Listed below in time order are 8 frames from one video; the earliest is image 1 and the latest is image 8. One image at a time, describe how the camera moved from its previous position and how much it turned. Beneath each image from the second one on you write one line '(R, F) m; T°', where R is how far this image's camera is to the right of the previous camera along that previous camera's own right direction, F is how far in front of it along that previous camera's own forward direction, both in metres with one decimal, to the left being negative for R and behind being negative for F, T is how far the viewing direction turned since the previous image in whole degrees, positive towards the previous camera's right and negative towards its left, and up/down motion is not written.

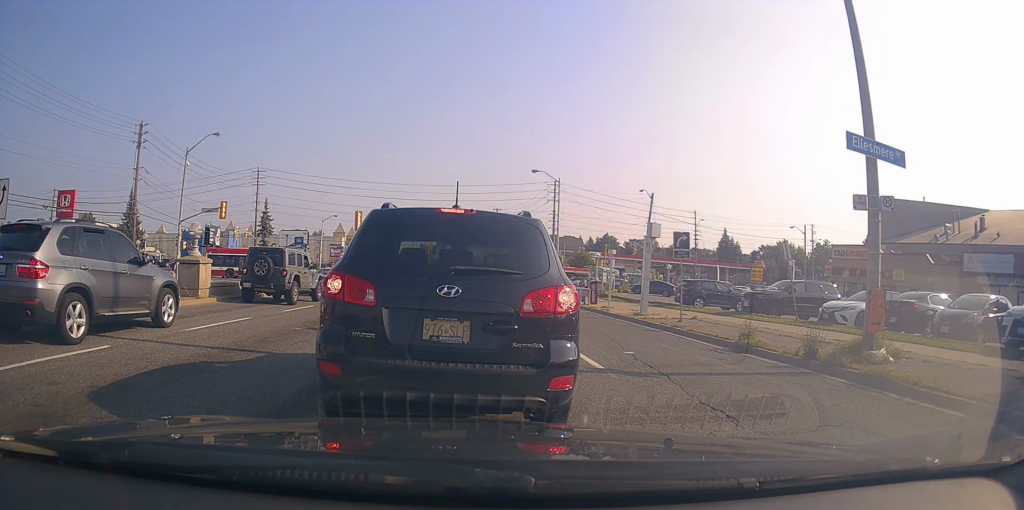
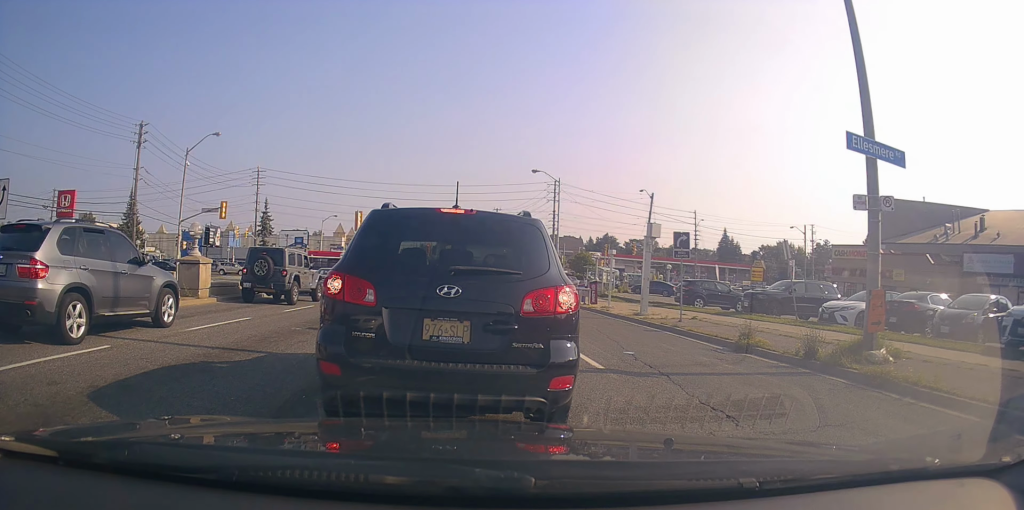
(0.0, 0.0) m; 0°
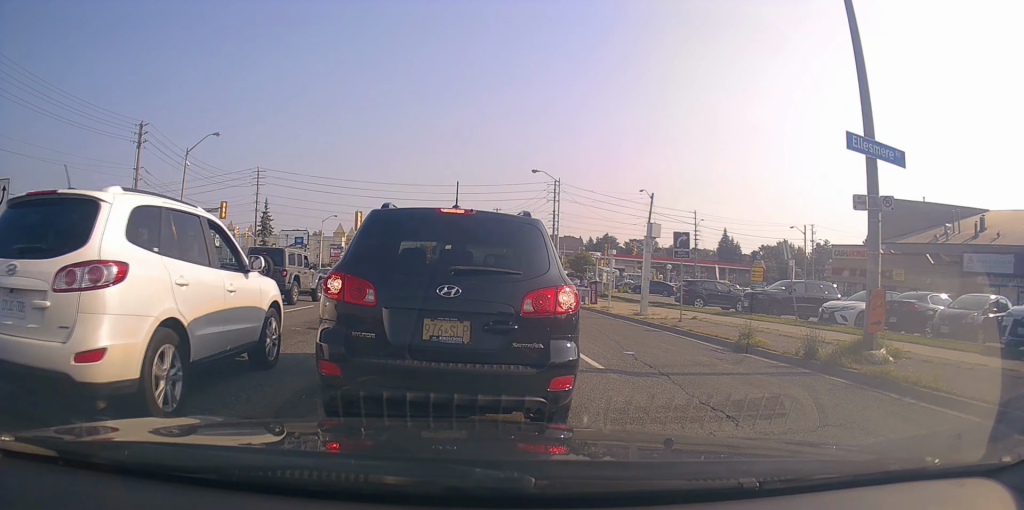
(0.0, 0.0) m; 0°
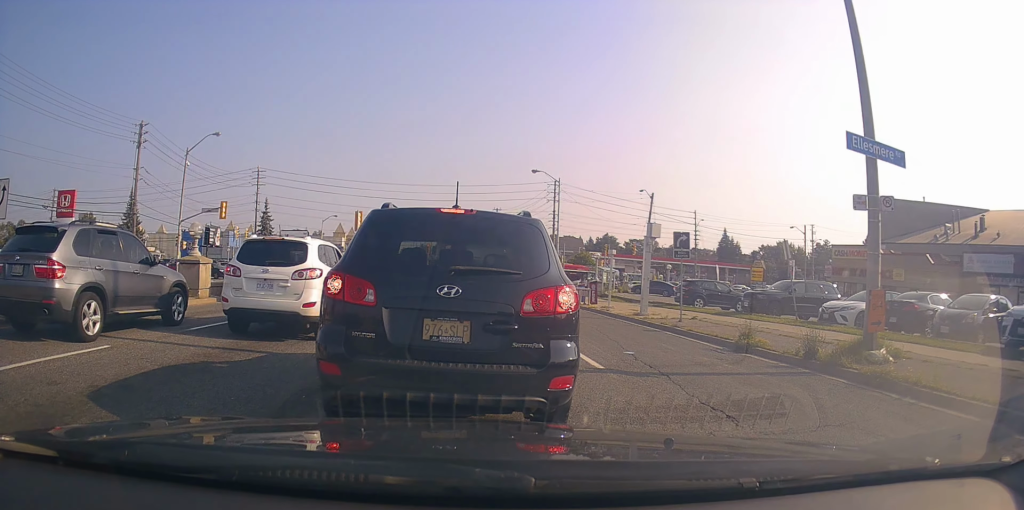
(0.0, 0.0) m; 0°
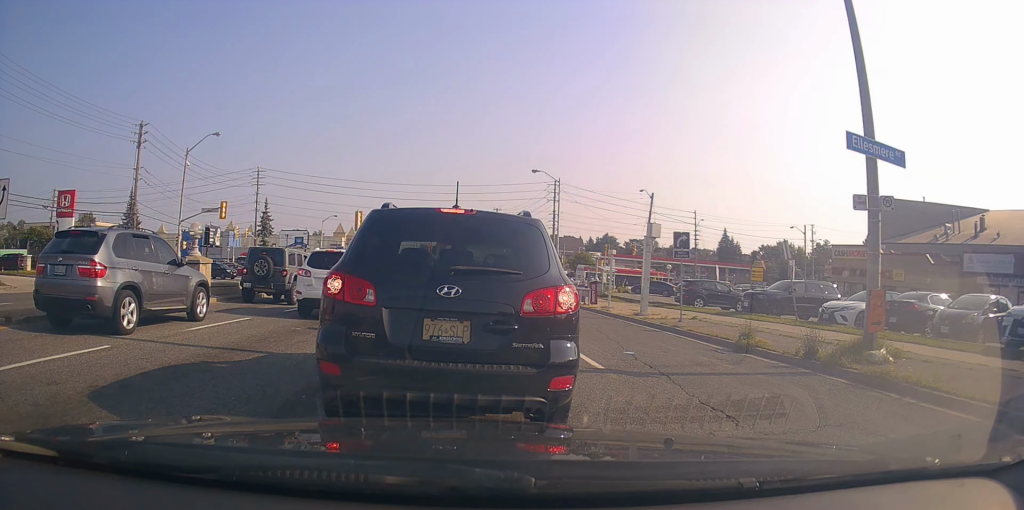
(0.0, 0.0) m; 0°
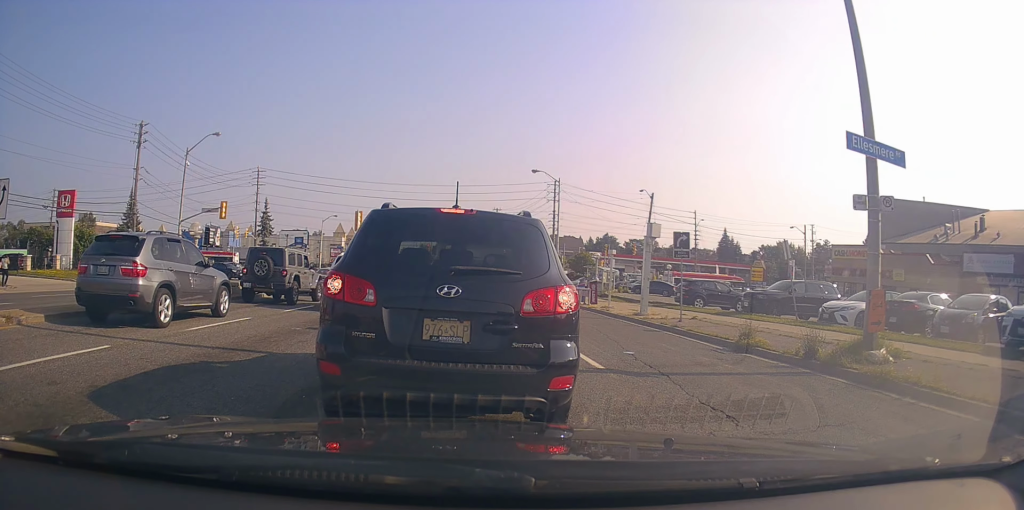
(0.0, 0.0) m; 0°
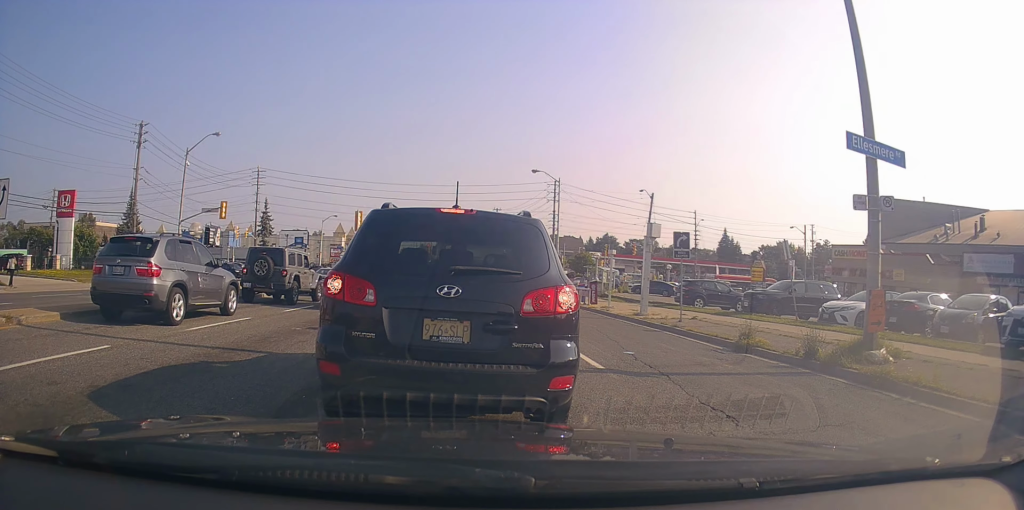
(0.0, 0.0) m; 0°
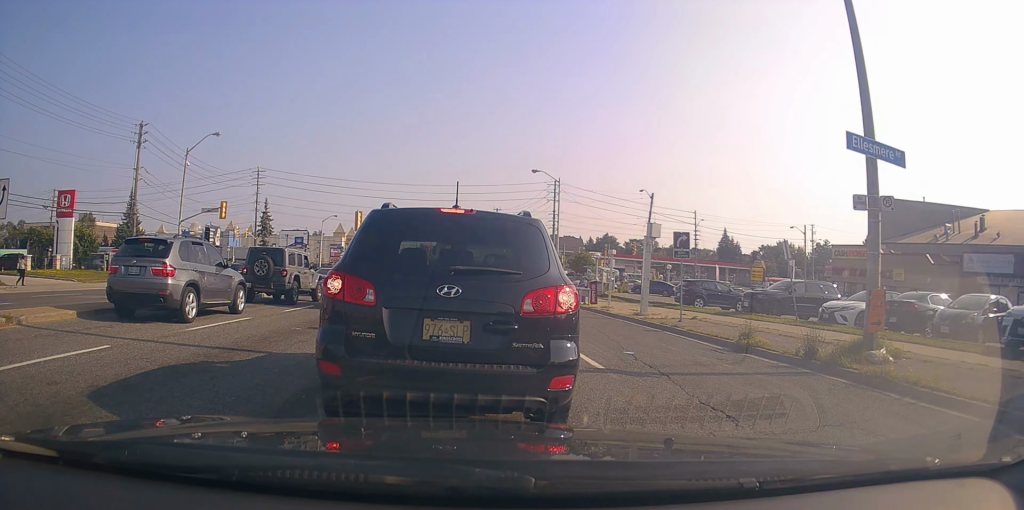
(0.0, 0.0) m; 0°
